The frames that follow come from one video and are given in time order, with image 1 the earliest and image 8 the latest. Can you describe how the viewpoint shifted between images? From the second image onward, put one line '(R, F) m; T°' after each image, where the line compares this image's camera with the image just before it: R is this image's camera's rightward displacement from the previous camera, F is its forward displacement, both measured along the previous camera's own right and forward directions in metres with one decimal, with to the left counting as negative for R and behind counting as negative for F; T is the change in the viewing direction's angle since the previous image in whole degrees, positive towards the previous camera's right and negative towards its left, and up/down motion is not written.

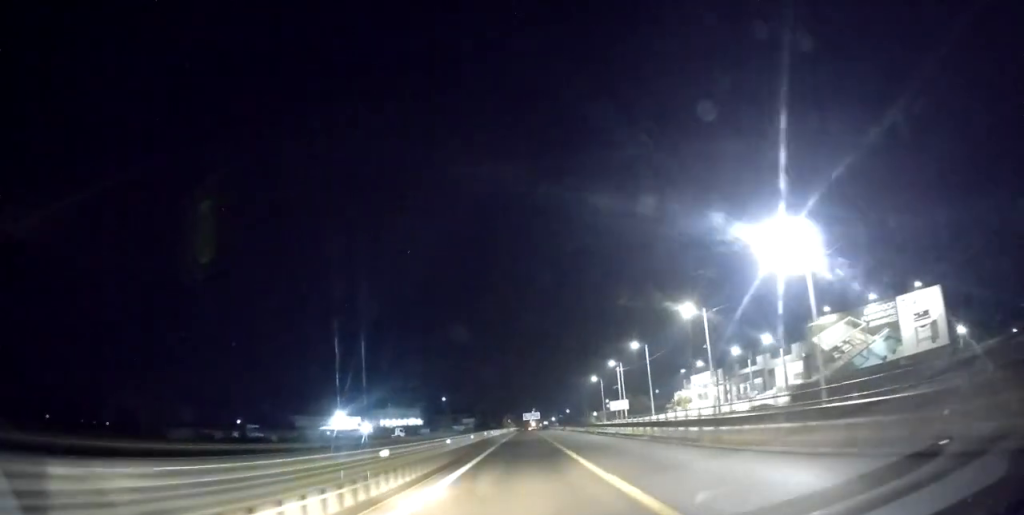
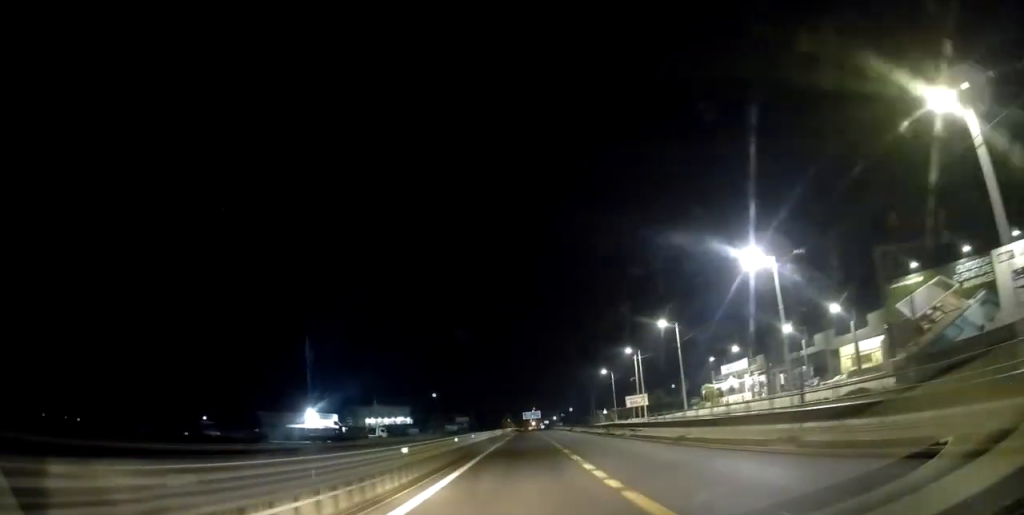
(-0.2, +15.8) m; 0°
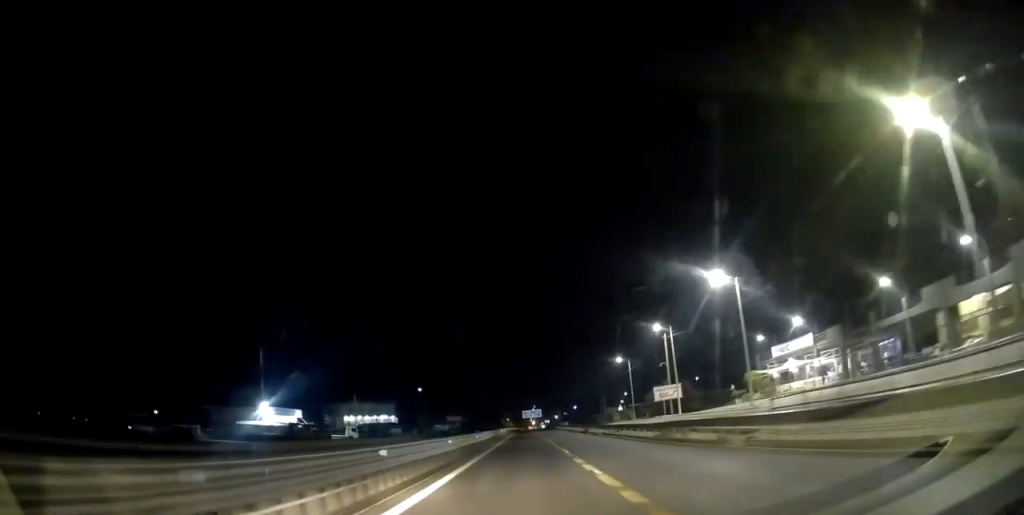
(-0.2, +18.3) m; 0°
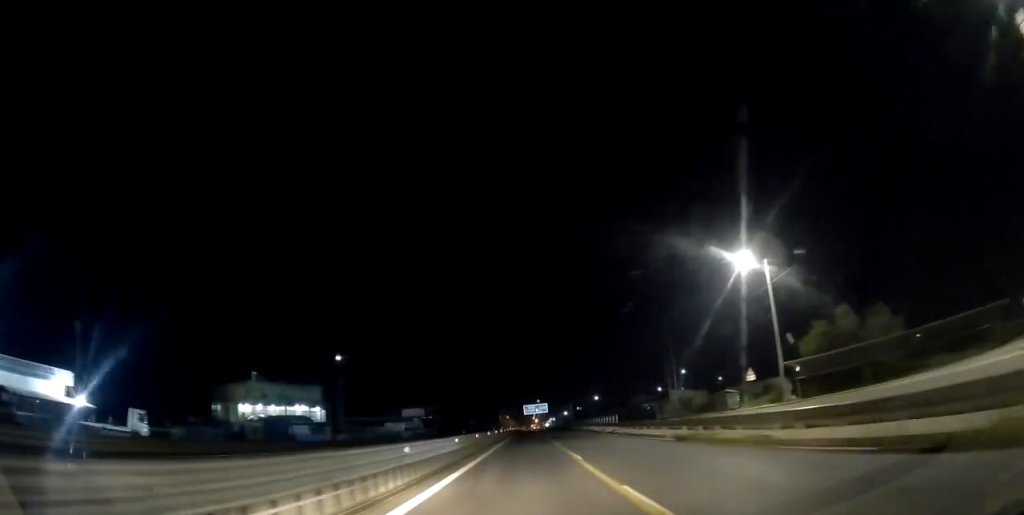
(+0.5, +53.4) m; 0°
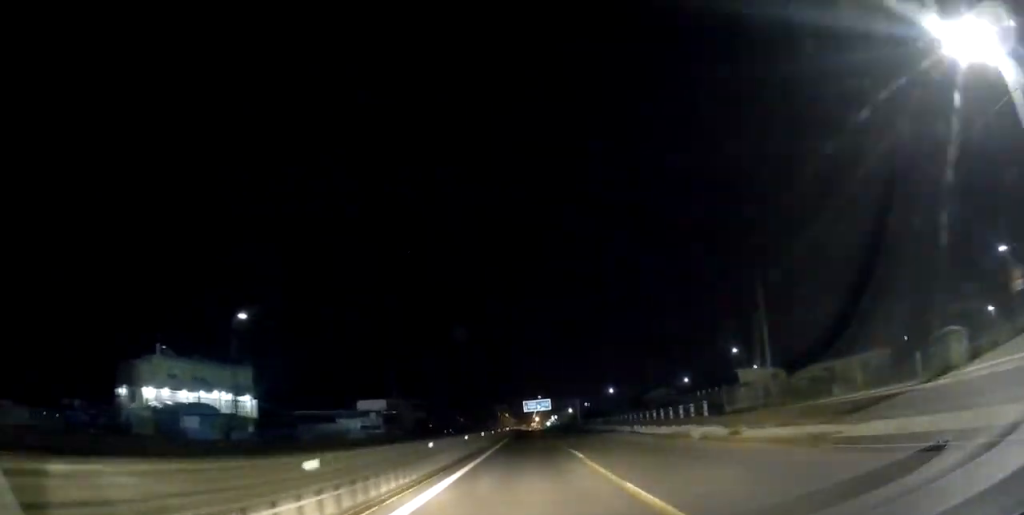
(0.0, +24.6) m; 0°
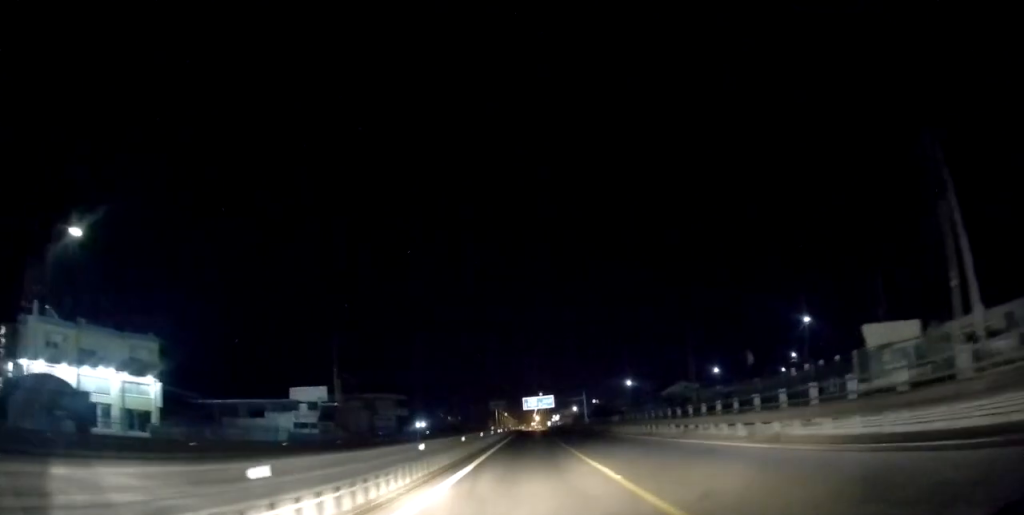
(+0.1, +19.6) m; 0°
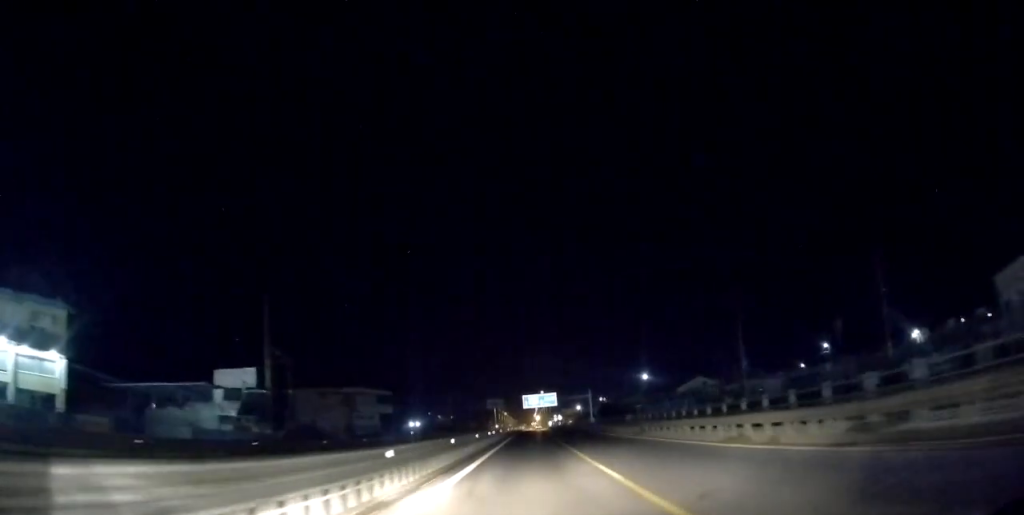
(+0.2, +12.6) m; 0°
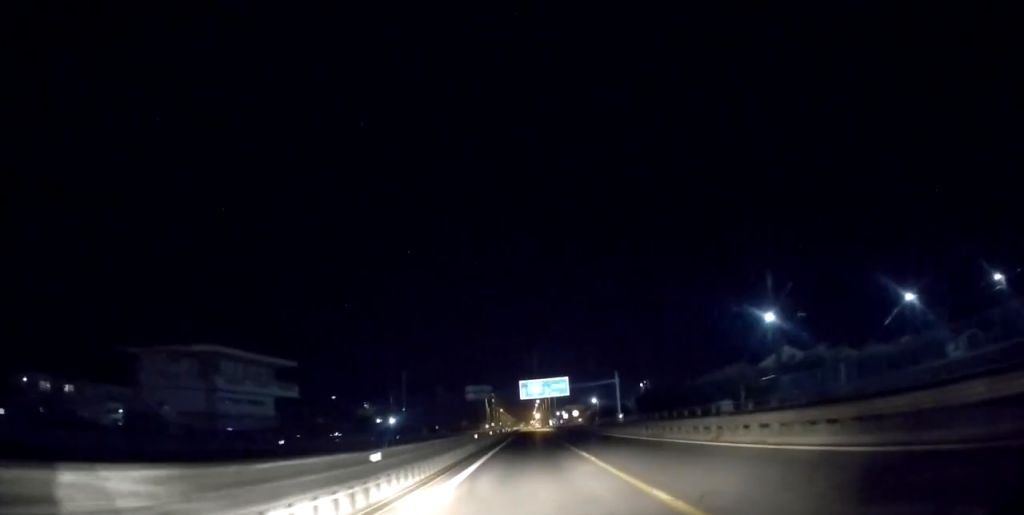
(-0.5, +42.7) m; 0°
